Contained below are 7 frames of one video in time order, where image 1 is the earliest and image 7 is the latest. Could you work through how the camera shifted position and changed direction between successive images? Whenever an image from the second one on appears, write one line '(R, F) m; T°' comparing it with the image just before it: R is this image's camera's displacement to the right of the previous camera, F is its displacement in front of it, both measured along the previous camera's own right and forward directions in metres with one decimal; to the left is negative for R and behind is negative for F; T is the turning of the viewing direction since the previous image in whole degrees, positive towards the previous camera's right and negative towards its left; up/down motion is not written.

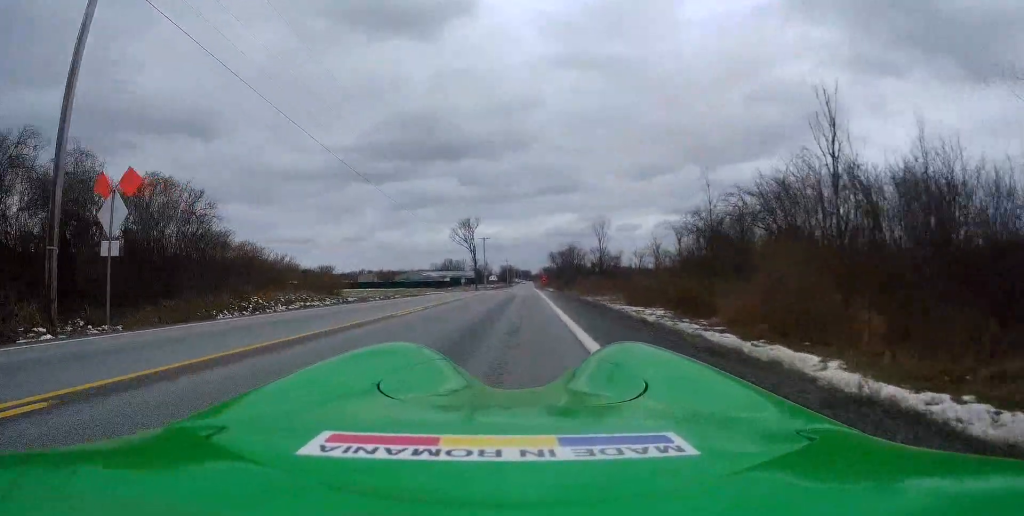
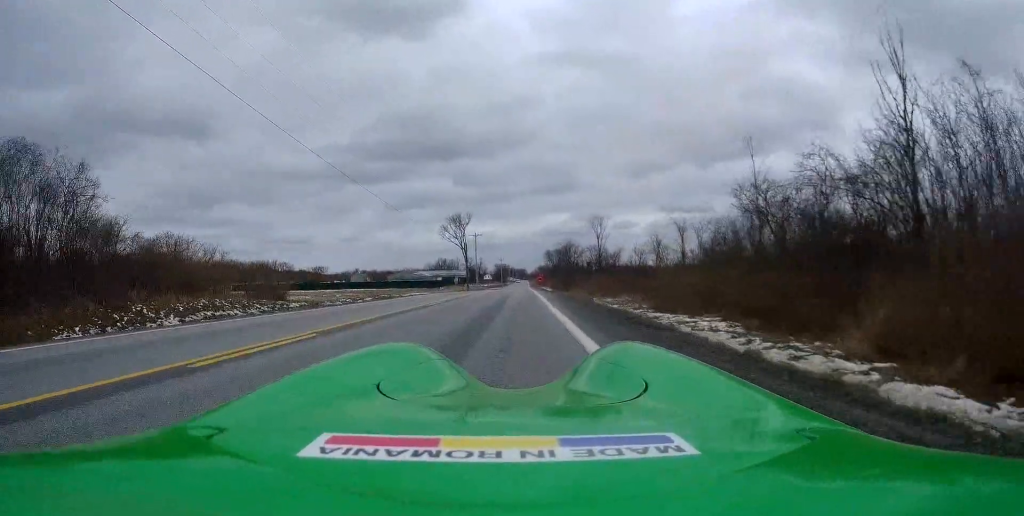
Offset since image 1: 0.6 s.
(0.0, +7.2) m; +1°
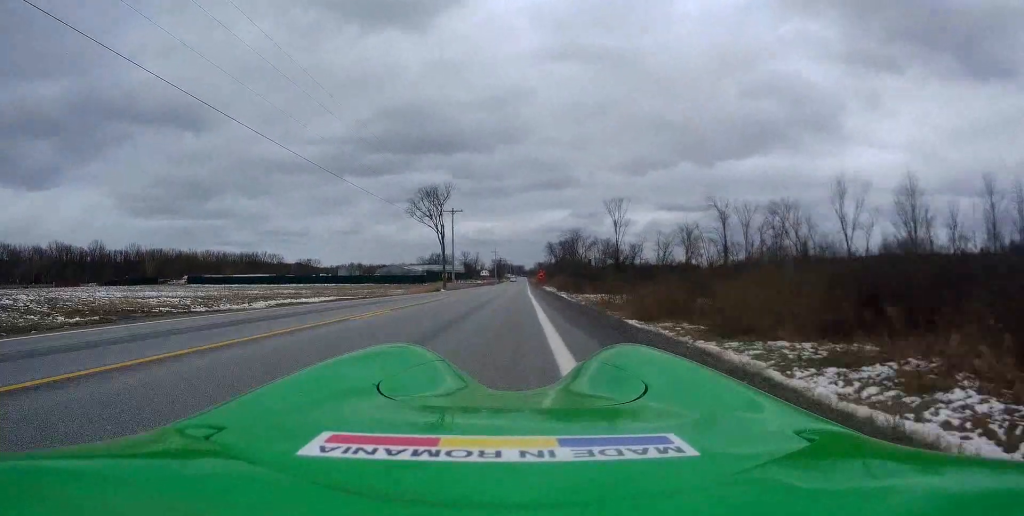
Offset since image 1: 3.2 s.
(+1.3, +31.0) m; +1°
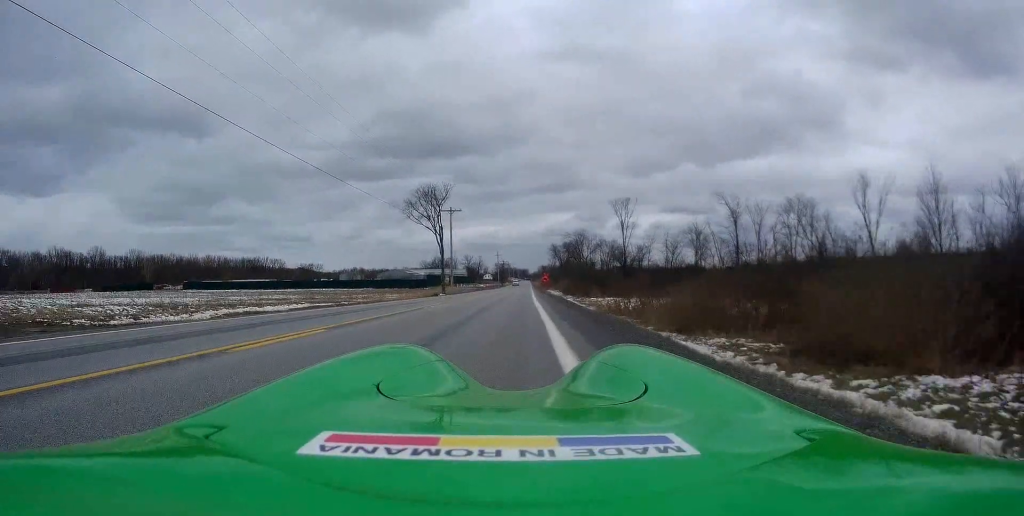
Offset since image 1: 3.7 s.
(+0.1, +5.0) m; -1°
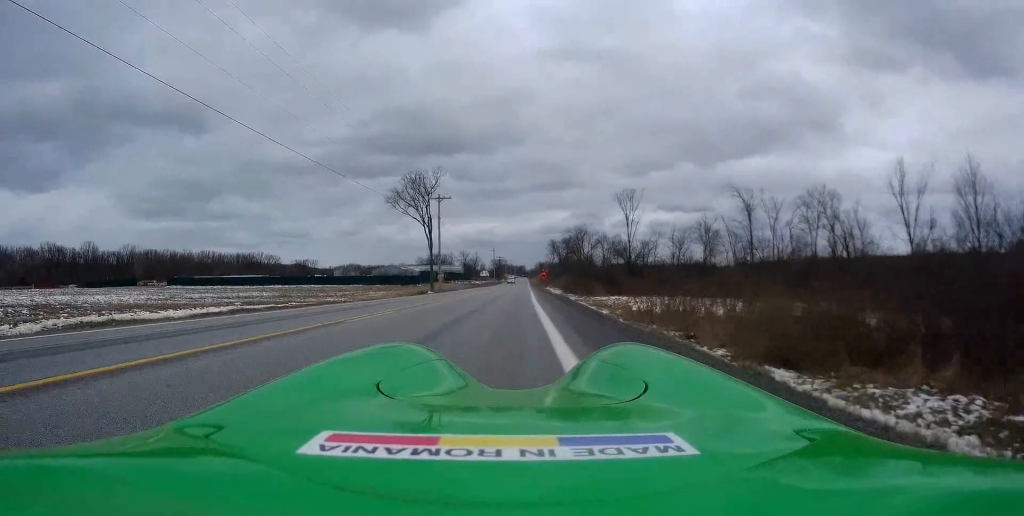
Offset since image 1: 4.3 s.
(-0.2, +7.9) m; 0°
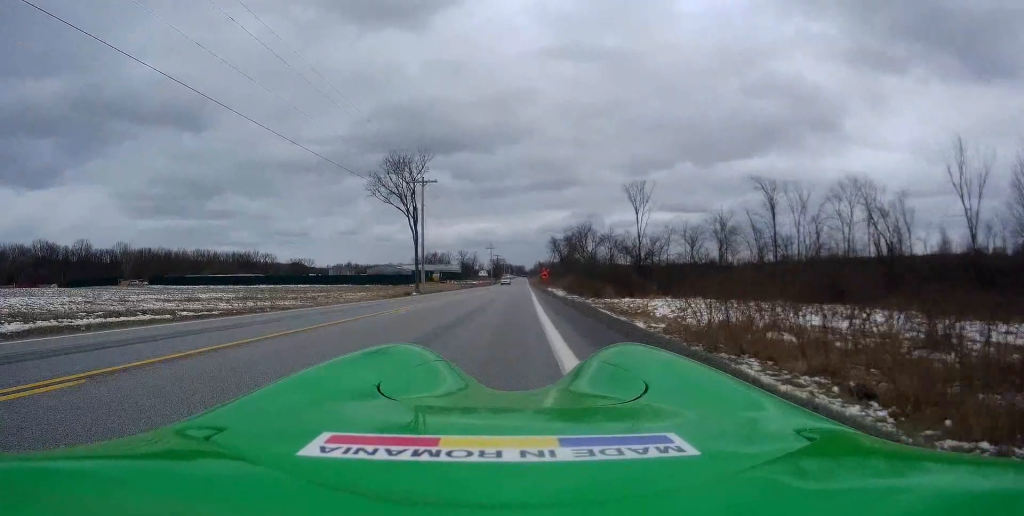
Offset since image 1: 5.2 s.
(0.0, +9.8) m; 0°
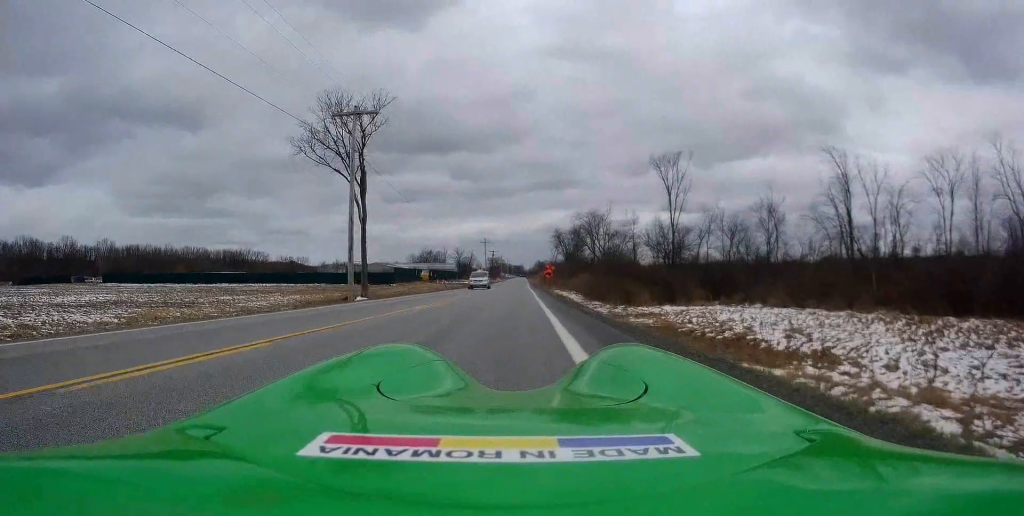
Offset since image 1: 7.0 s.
(-0.2, +21.6) m; -1°
